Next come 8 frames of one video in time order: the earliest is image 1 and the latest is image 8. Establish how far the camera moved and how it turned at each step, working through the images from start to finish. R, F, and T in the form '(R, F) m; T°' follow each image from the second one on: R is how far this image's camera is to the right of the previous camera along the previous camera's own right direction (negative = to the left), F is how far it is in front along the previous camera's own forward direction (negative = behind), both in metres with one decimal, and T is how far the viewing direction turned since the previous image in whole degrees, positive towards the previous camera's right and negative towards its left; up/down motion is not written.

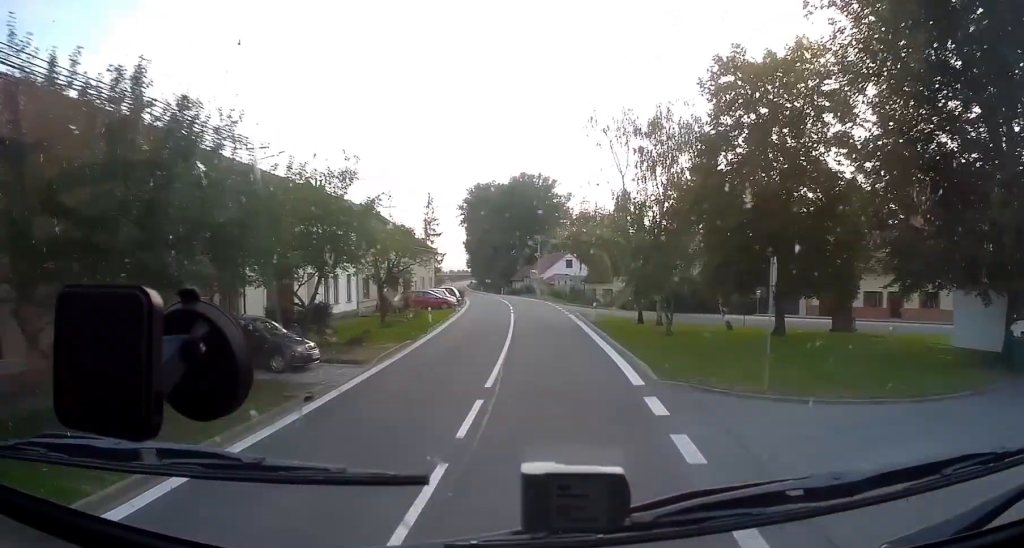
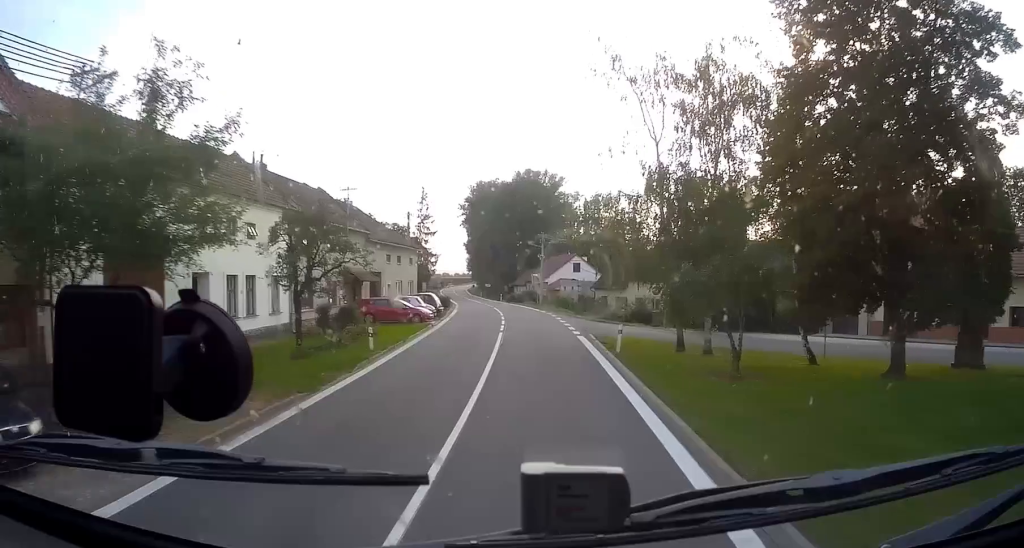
(0.0, +10.8) m; -2°
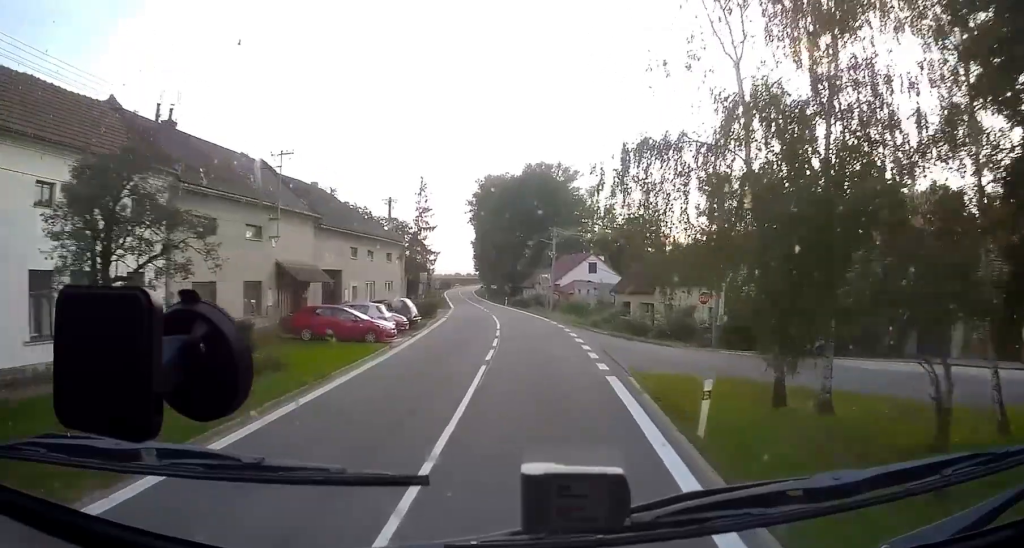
(-0.4, +10.5) m; -3°
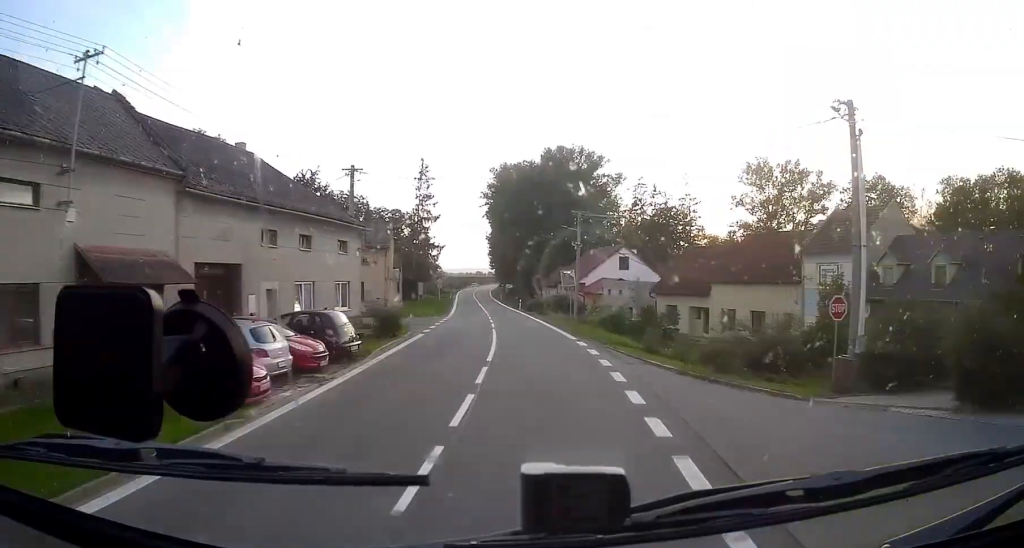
(-0.2, +13.5) m; -3°
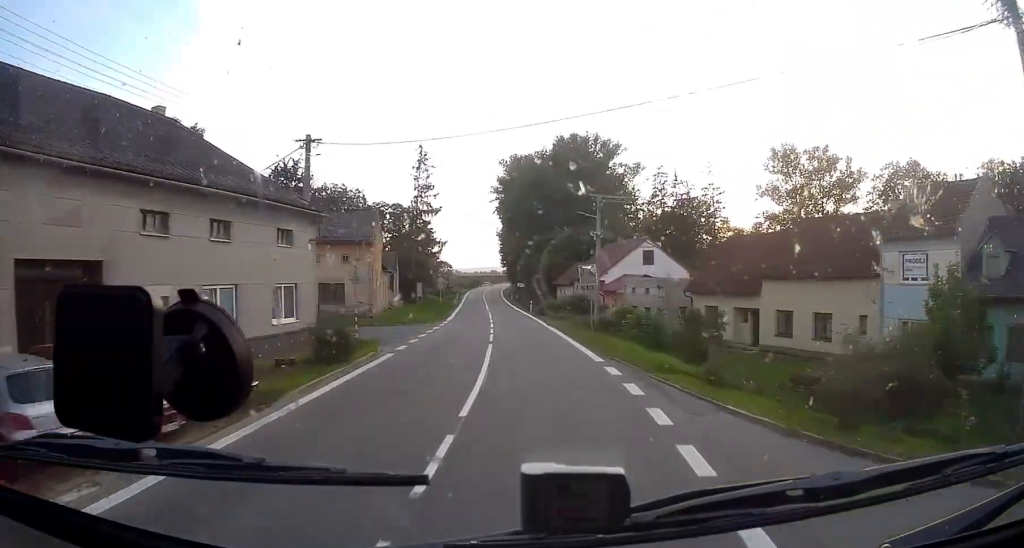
(-0.2, +8.2) m; -1°
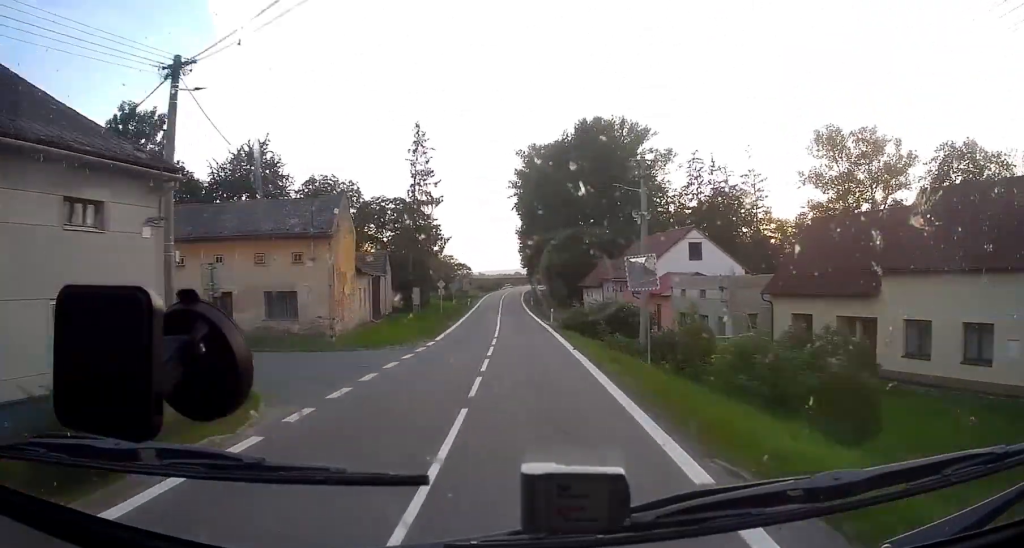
(-0.2, +11.8) m; -2°
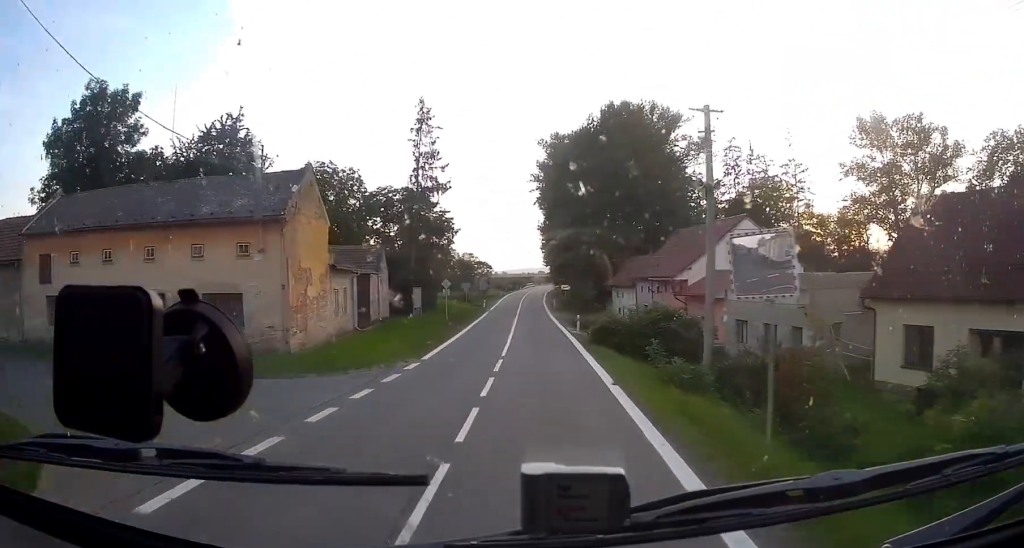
(-0.1, +8.6) m; -1°
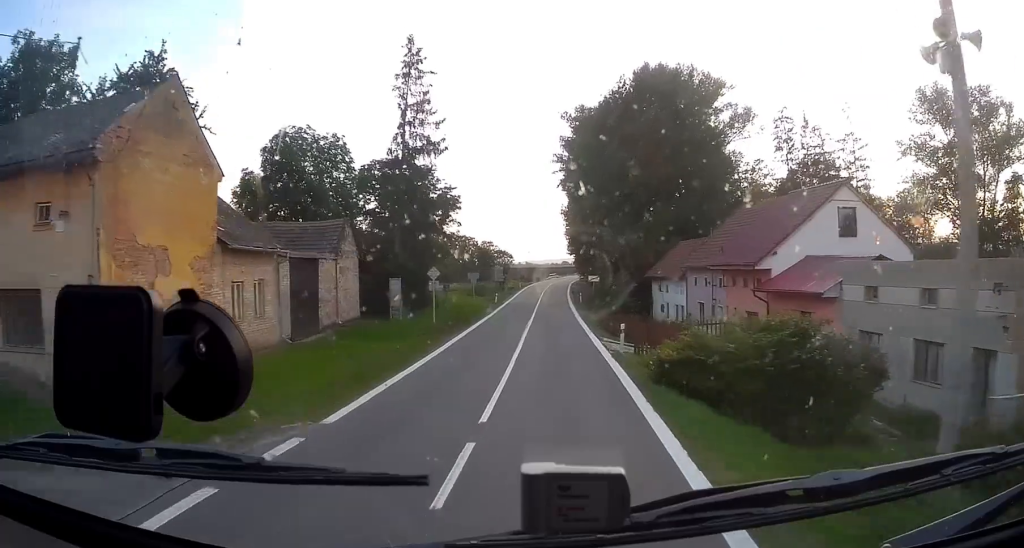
(-0.2, +12.4) m; 0°
